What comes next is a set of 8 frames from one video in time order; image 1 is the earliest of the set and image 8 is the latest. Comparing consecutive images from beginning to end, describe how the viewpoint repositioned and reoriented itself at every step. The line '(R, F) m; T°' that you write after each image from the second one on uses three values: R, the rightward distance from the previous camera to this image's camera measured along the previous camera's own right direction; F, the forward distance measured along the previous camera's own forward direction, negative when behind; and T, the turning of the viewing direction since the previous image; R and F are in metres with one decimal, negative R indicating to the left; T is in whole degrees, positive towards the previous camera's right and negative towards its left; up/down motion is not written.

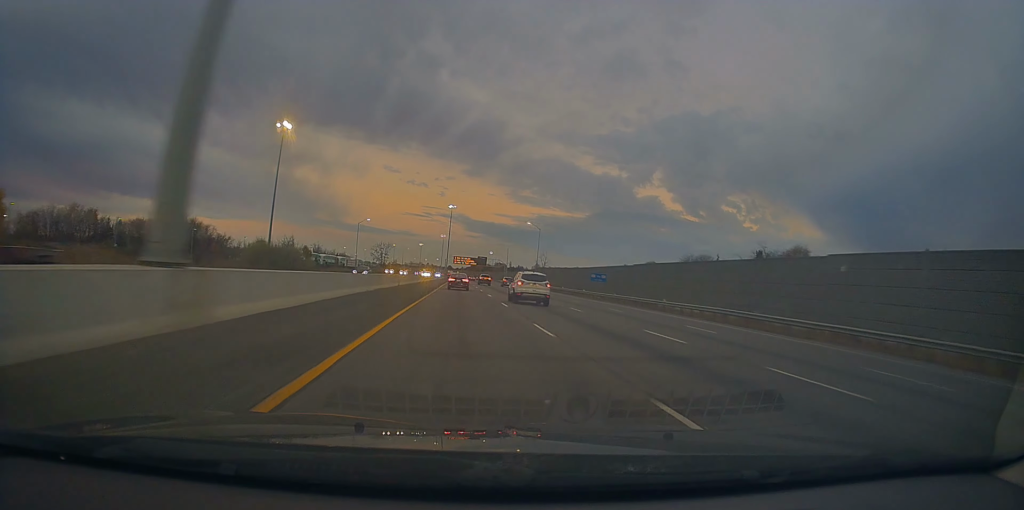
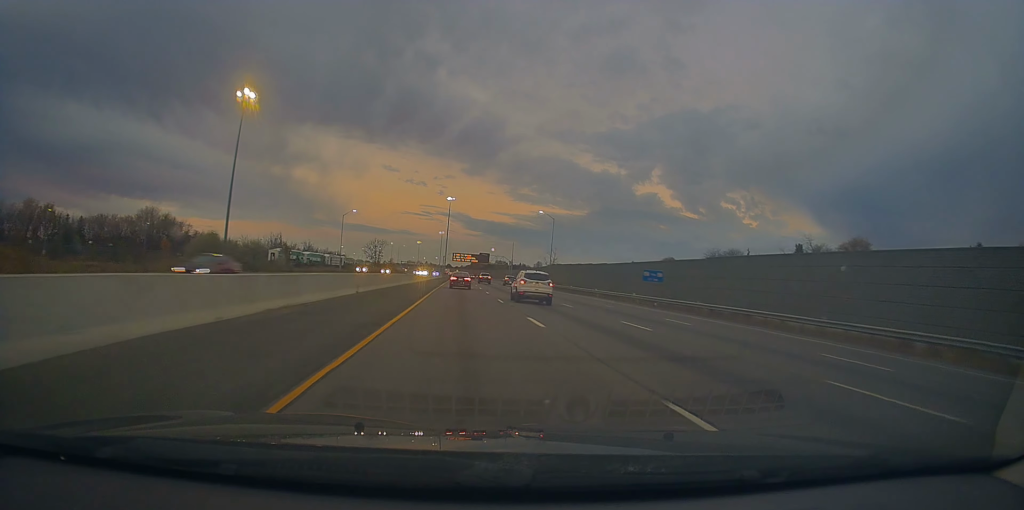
(-0.5, +24.3) m; -1°
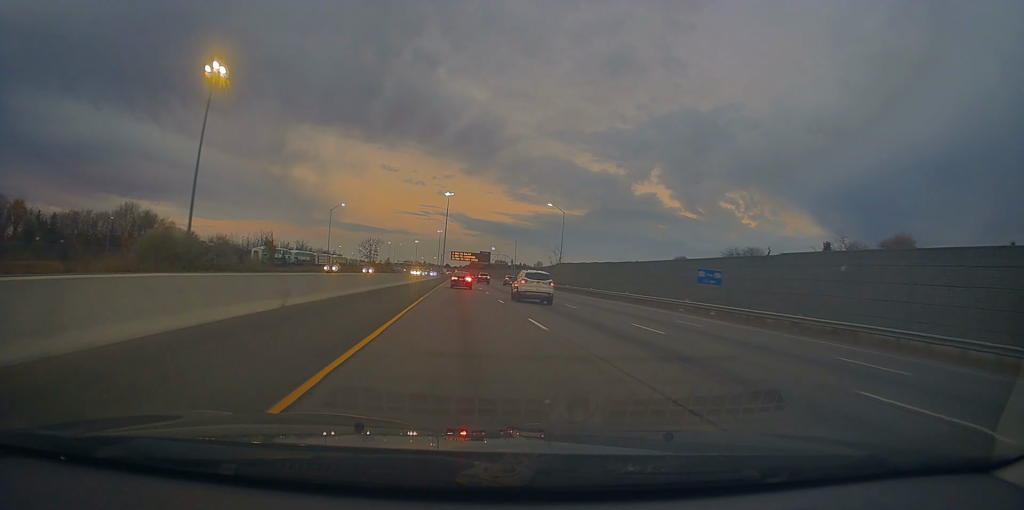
(-0.1, +14.4) m; 0°
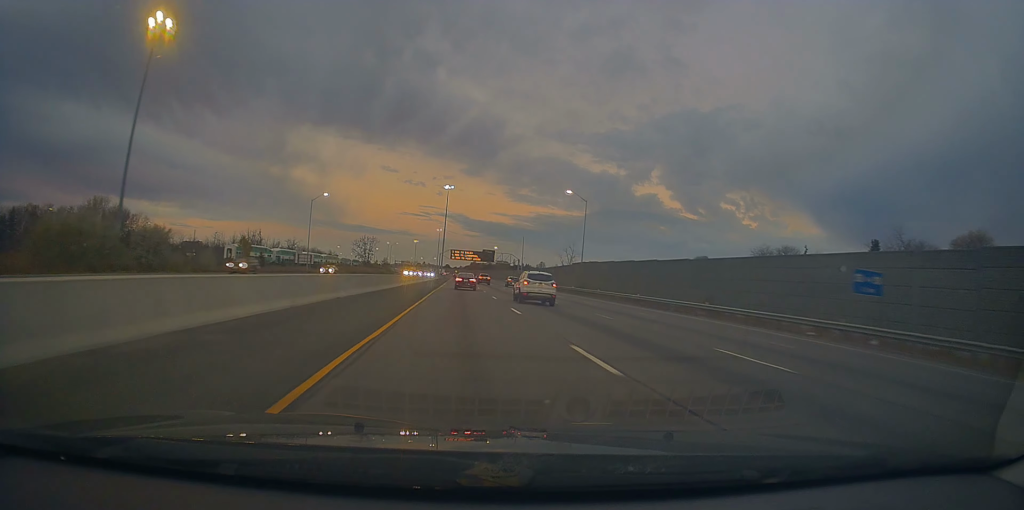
(+0.1, +17.3) m; +1°
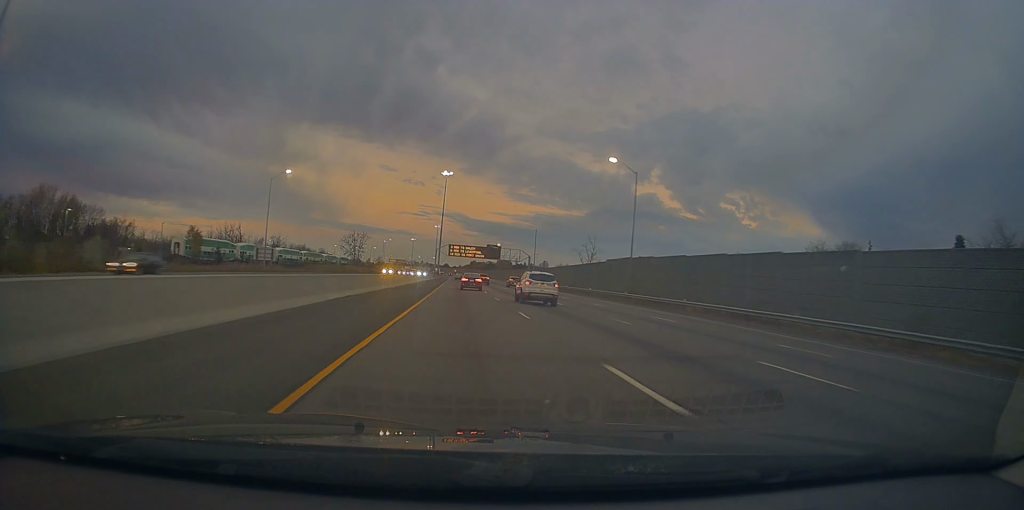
(+0.2, +24.4) m; +1°
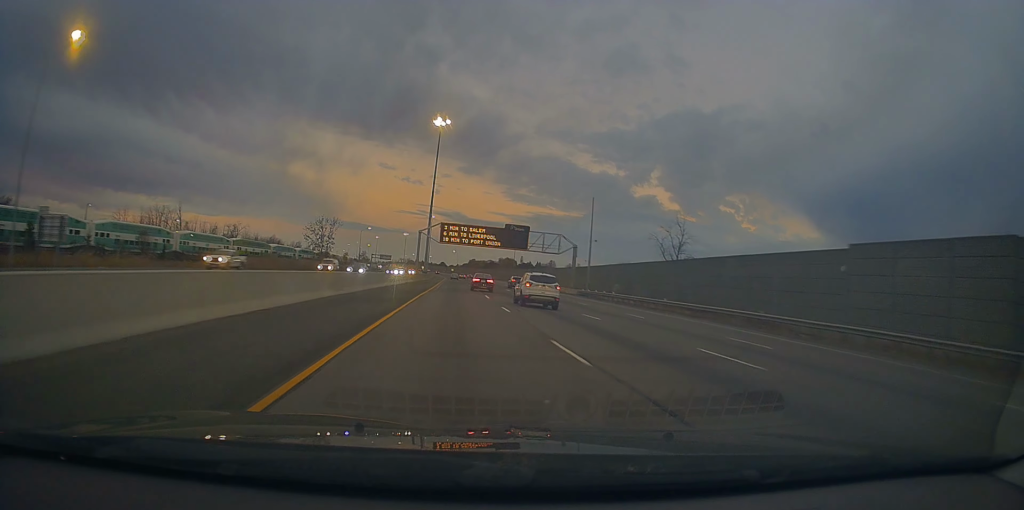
(0.0, +54.3) m; 0°
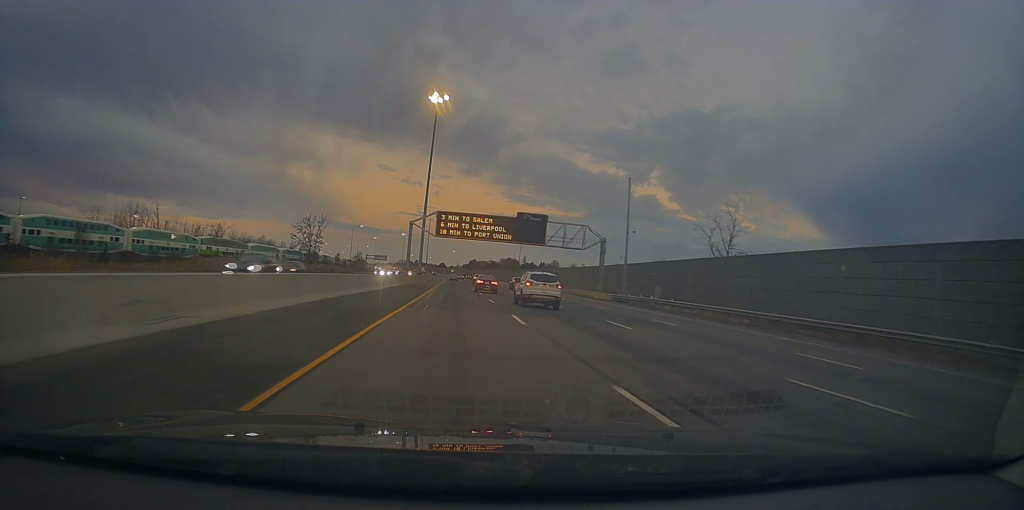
(+0.2, +16.2) m; 0°
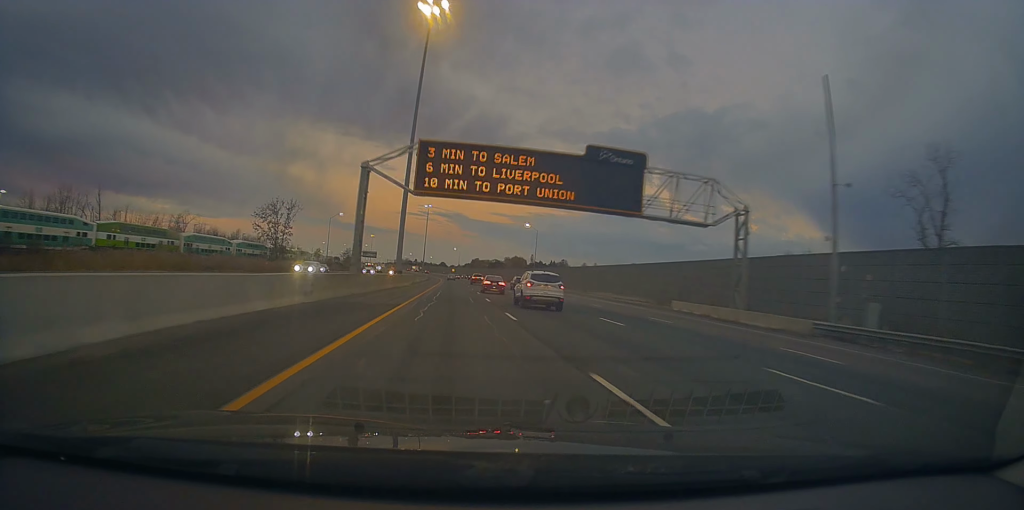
(-0.2, +34.8) m; 0°
